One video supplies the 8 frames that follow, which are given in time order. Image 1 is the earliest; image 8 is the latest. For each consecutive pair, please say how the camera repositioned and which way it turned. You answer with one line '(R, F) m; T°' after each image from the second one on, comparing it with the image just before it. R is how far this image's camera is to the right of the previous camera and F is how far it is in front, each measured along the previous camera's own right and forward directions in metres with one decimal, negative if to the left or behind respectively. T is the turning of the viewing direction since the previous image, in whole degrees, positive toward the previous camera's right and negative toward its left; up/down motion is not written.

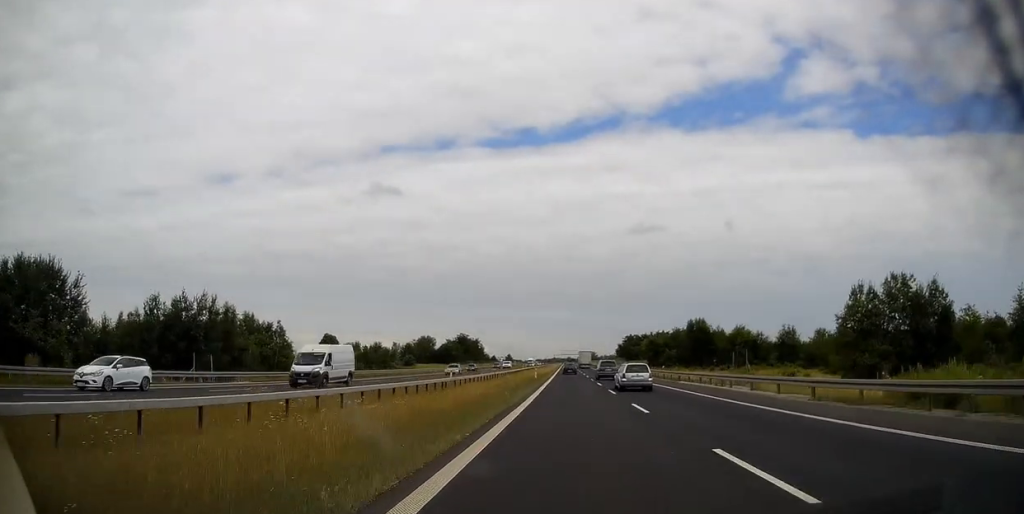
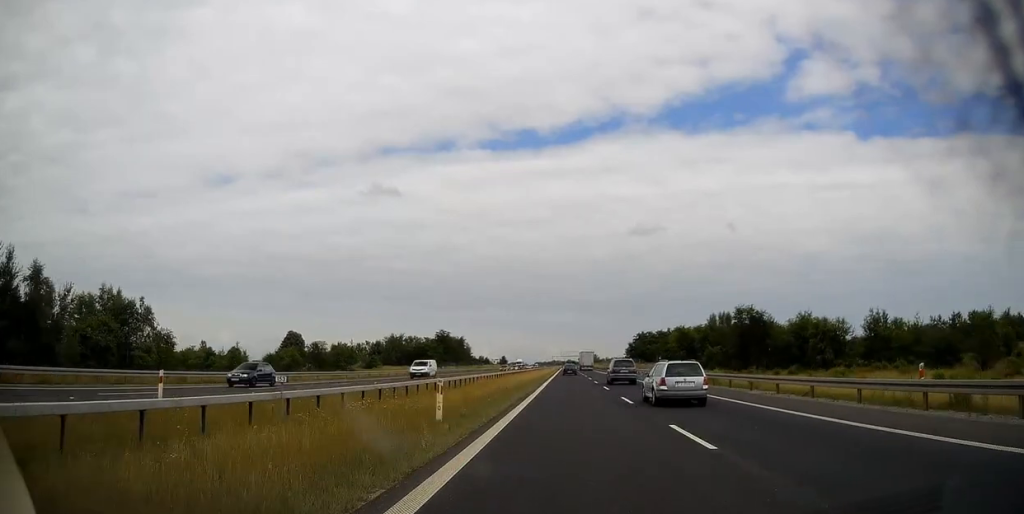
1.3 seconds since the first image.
(0.0, +44.0) m; 0°
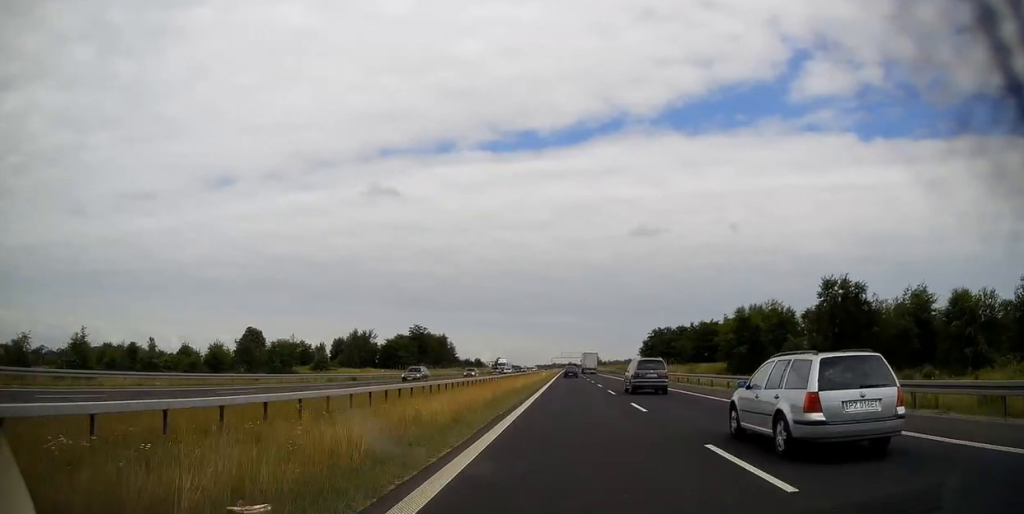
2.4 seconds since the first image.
(0.0, +39.4) m; 0°
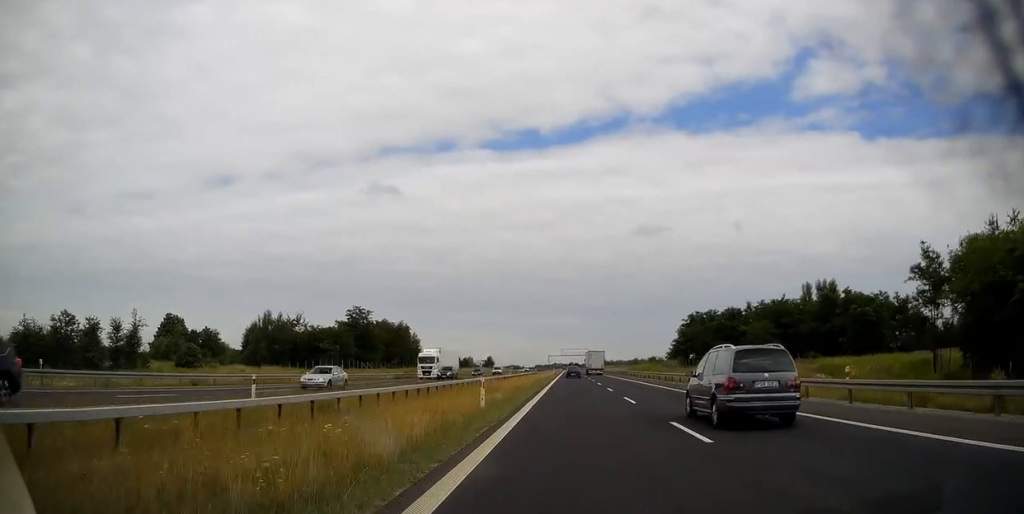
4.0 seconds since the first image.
(+0.1, +55.7) m; 0°
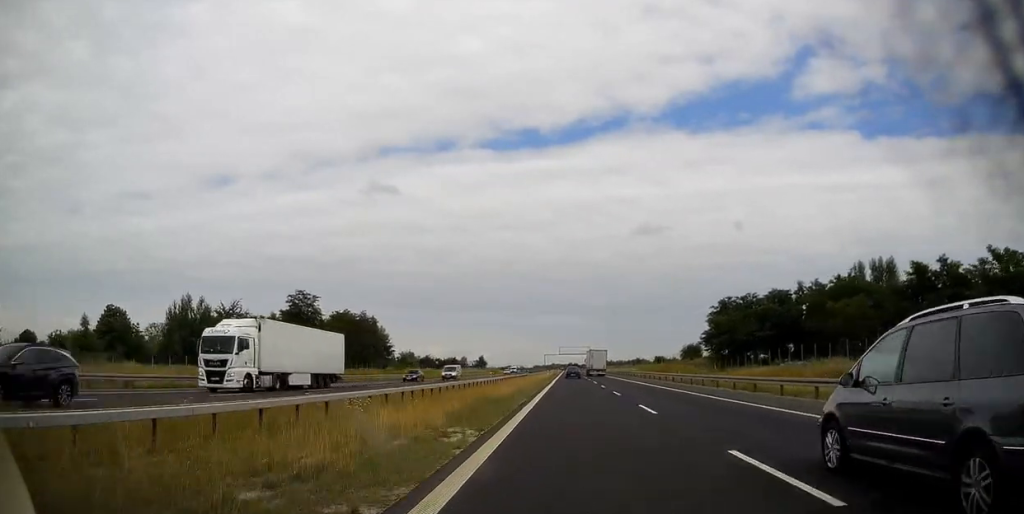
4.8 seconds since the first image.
(0.0, +29.1) m; 0°
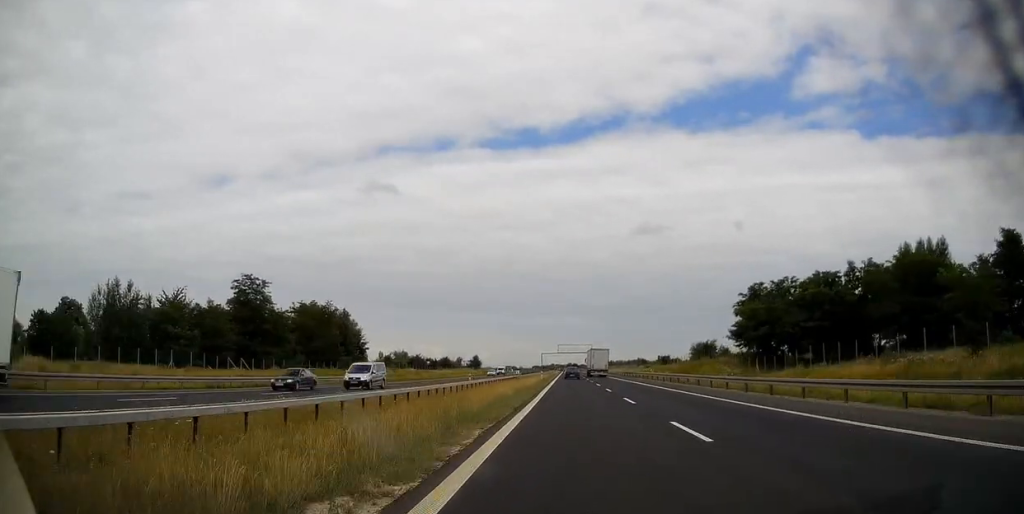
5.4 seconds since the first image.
(0.0, +18.7) m; 0°
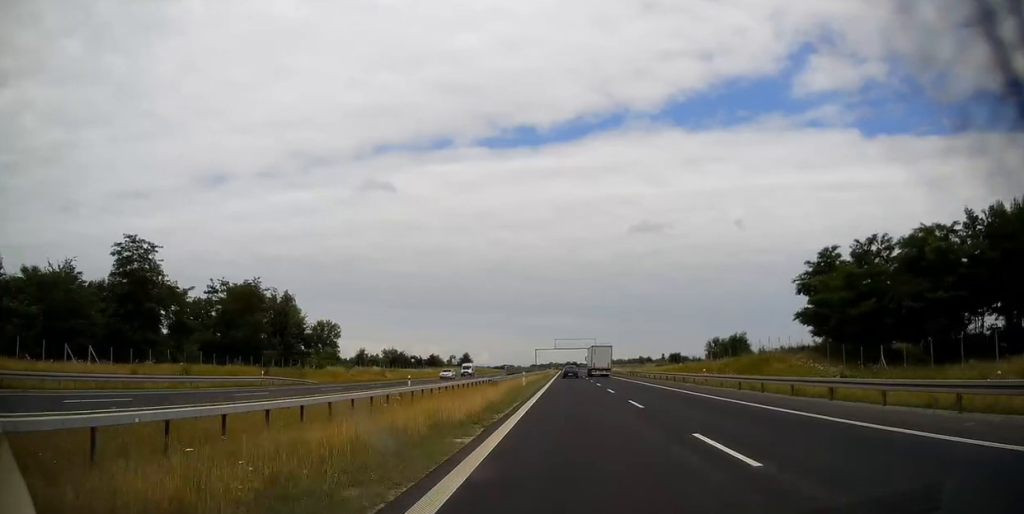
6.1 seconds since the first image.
(0.0, +26.9) m; 0°
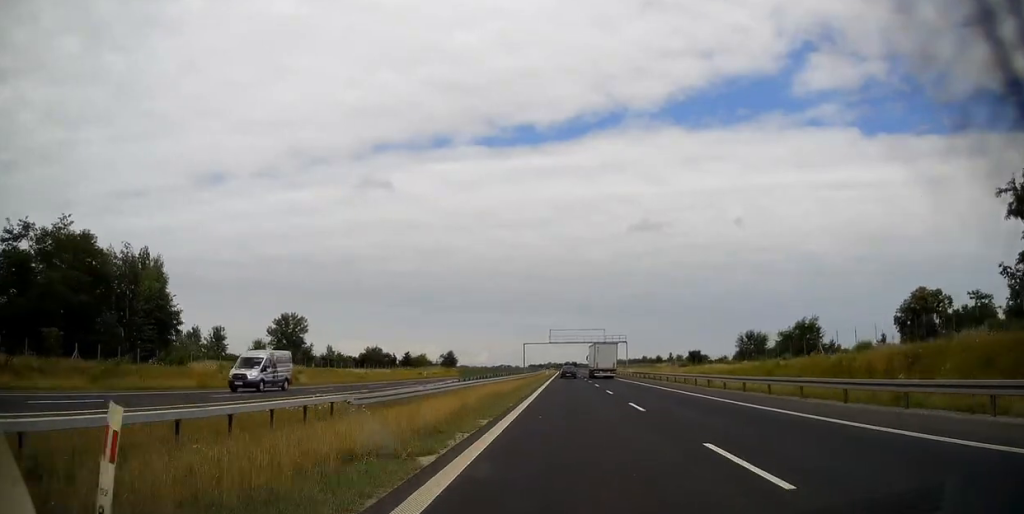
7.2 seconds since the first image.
(0.0, +37.5) m; 0°
